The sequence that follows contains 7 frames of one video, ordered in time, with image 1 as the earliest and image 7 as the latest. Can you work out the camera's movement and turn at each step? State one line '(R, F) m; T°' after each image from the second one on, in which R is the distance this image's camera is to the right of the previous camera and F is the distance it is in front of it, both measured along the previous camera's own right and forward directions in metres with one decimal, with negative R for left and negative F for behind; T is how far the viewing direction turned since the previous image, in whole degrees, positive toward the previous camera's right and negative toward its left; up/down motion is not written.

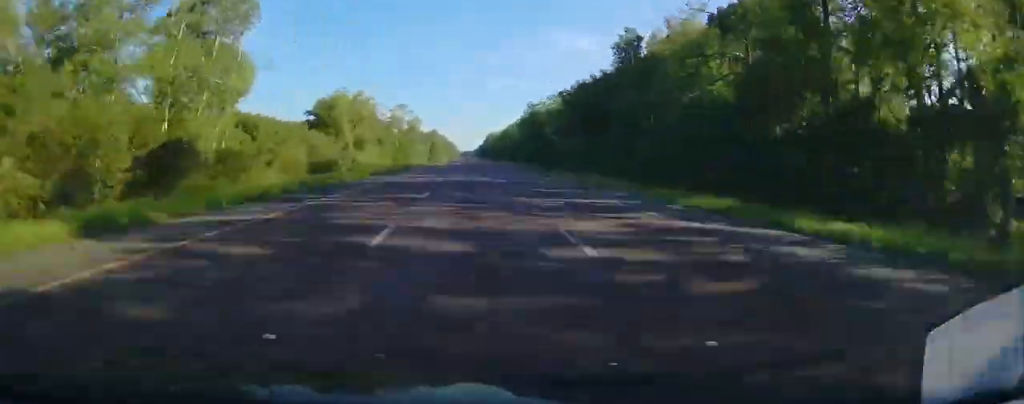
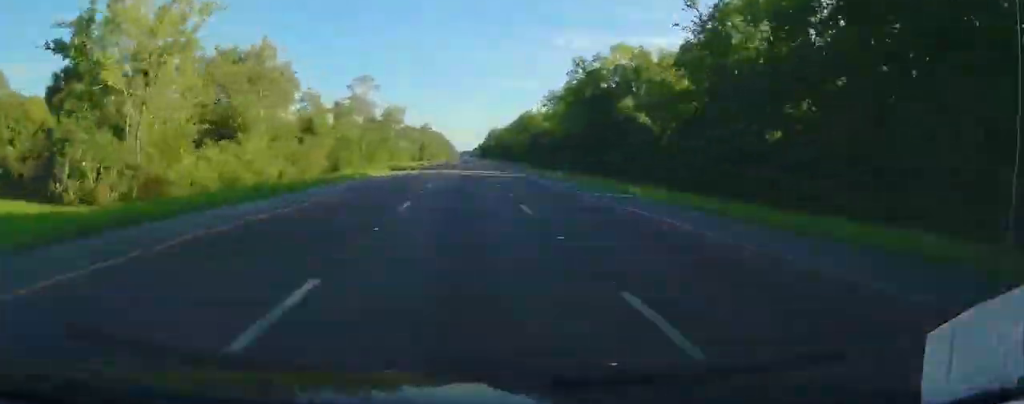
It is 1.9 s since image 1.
(-0.2, +65.4) m; 0°
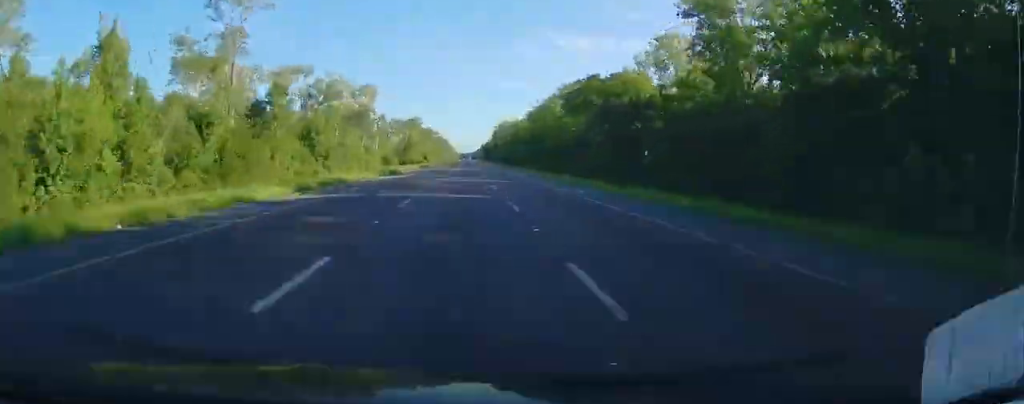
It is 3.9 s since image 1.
(-0.1, +70.1) m; 0°
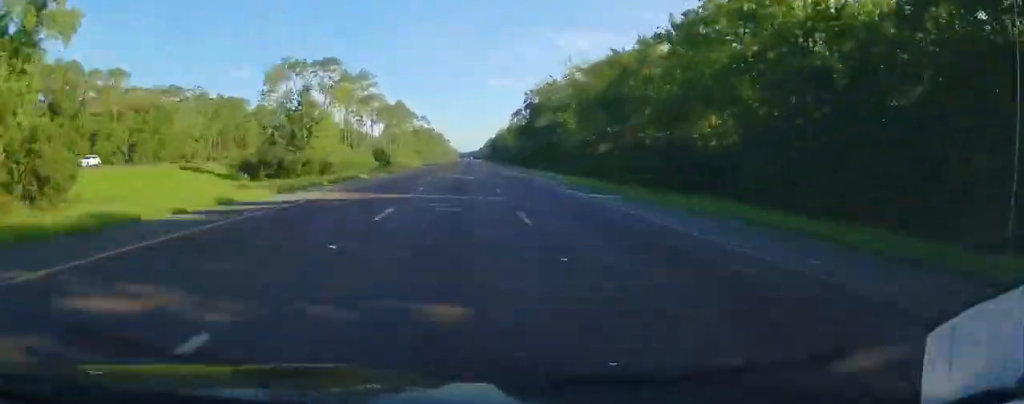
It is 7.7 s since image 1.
(-0.4, +135.2) m; 0°
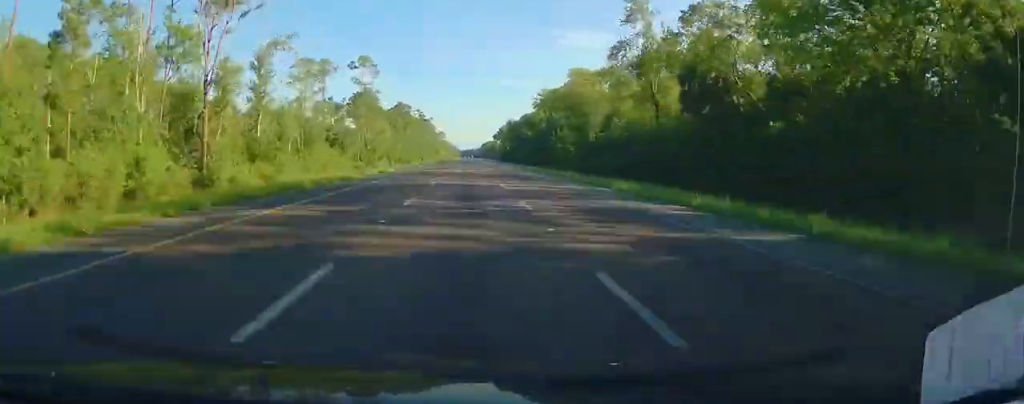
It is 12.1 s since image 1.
(+0.1, +153.2) m; 0°
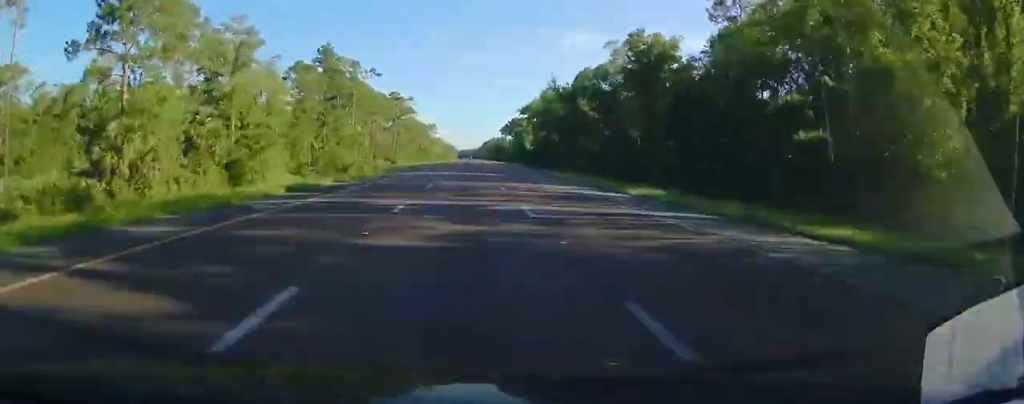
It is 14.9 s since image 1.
(0.0, +97.4) m; 0°
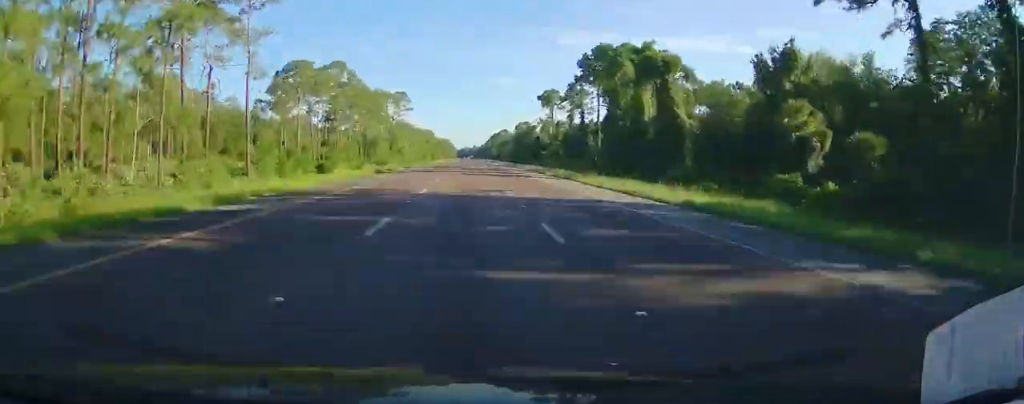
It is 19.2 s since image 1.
(+0.6, +148.5) m; 0°
